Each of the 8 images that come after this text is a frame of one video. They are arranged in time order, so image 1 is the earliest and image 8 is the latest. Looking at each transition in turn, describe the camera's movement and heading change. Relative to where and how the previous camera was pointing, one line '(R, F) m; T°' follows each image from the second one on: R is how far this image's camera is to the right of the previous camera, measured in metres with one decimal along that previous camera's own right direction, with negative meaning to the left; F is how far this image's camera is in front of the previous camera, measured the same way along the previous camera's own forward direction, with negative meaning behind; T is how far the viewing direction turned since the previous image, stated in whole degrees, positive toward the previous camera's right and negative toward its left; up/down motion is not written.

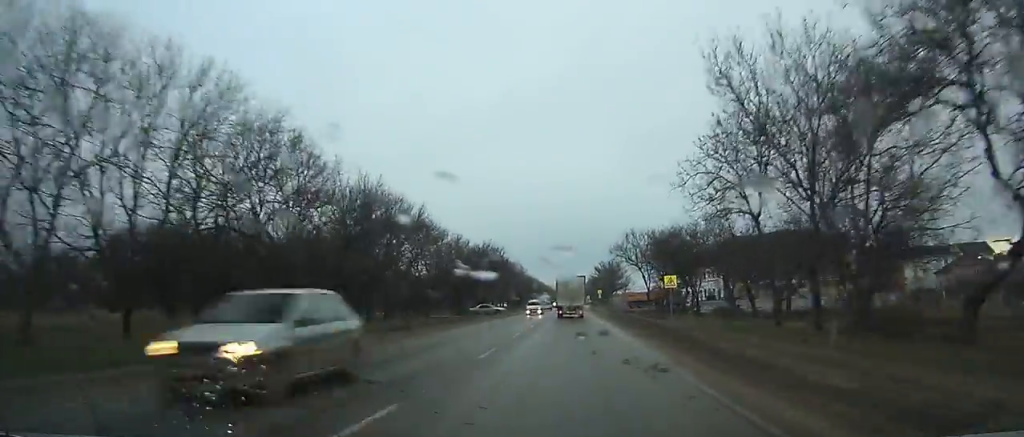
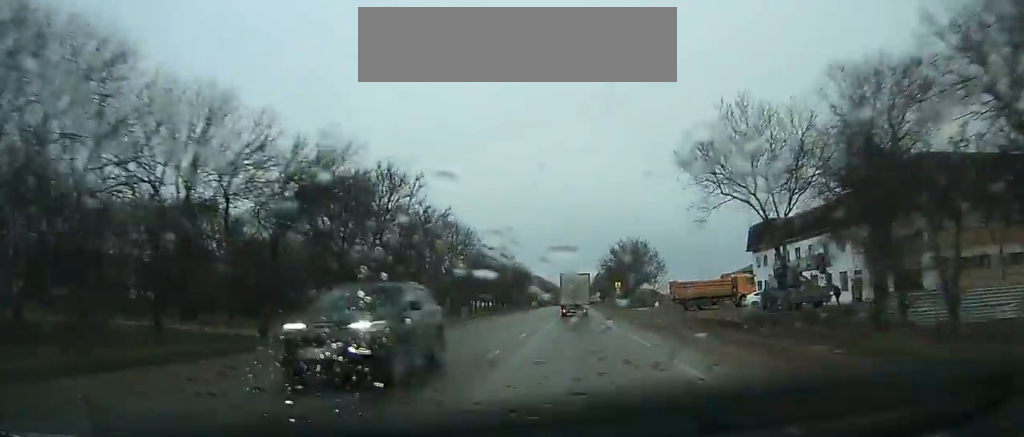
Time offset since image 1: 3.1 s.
(+0.1, +47.8) m; 0°
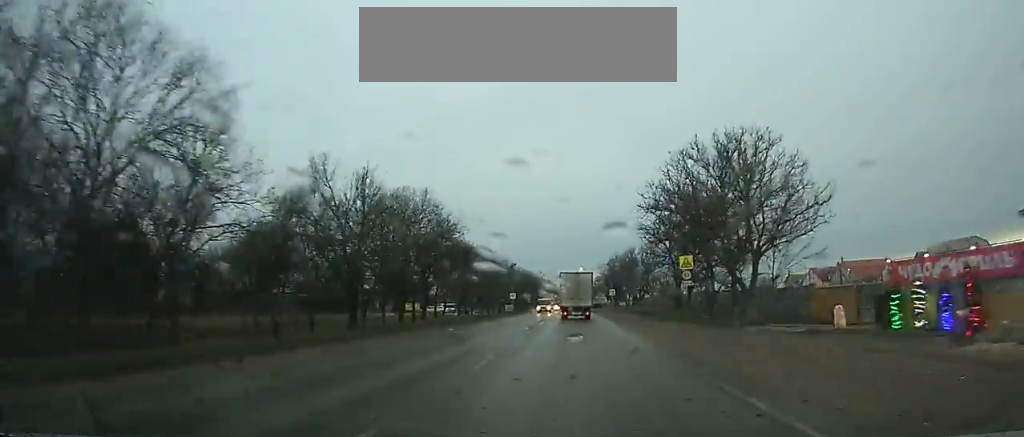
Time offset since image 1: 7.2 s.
(-0.3, +62.2) m; 0°
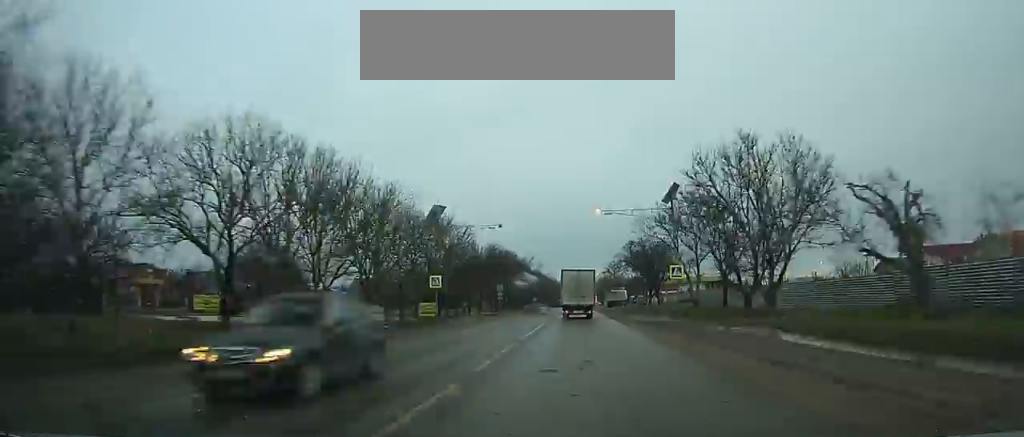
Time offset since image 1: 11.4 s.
(+0.1, +60.5) m; 0°
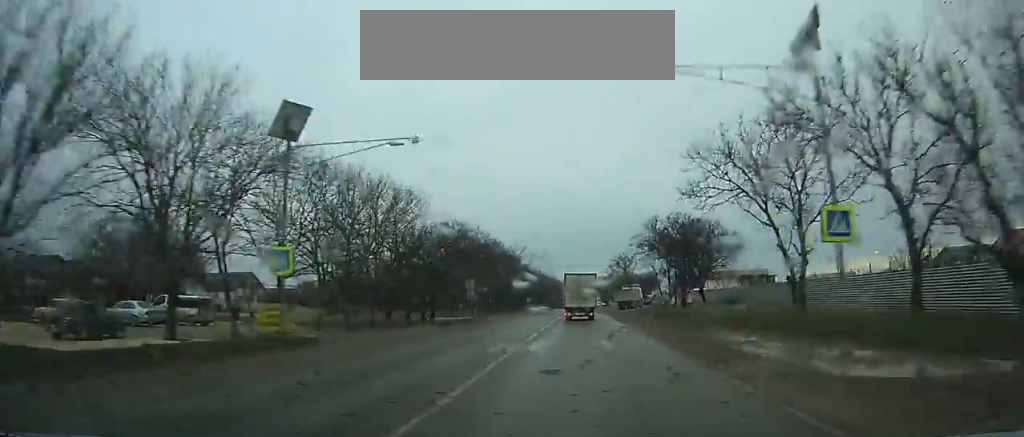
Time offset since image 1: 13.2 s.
(+0.1, +25.1) m; 0°
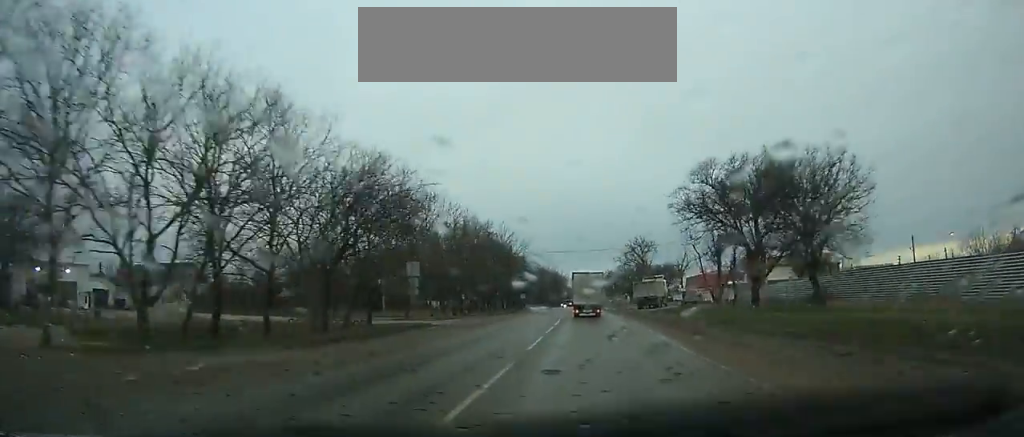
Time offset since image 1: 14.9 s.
(+0.1, +23.2) m; 0°
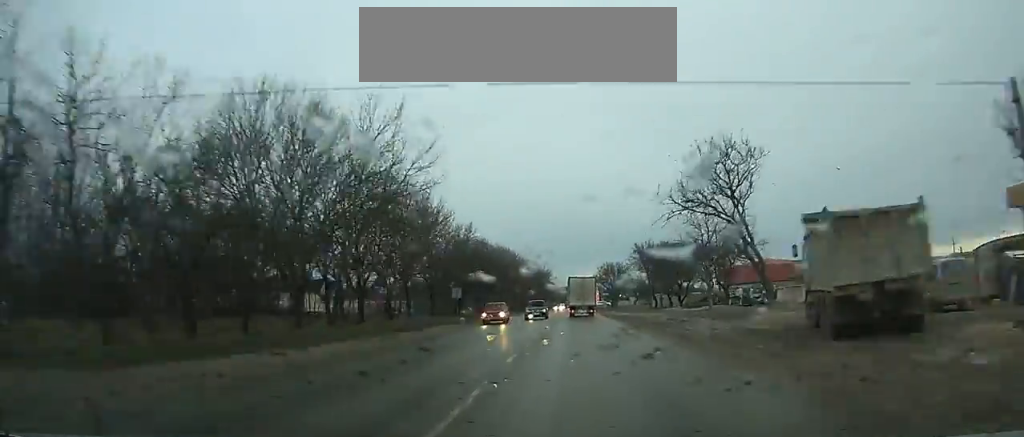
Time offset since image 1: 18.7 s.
(+0.2, +51.7) m; 0°
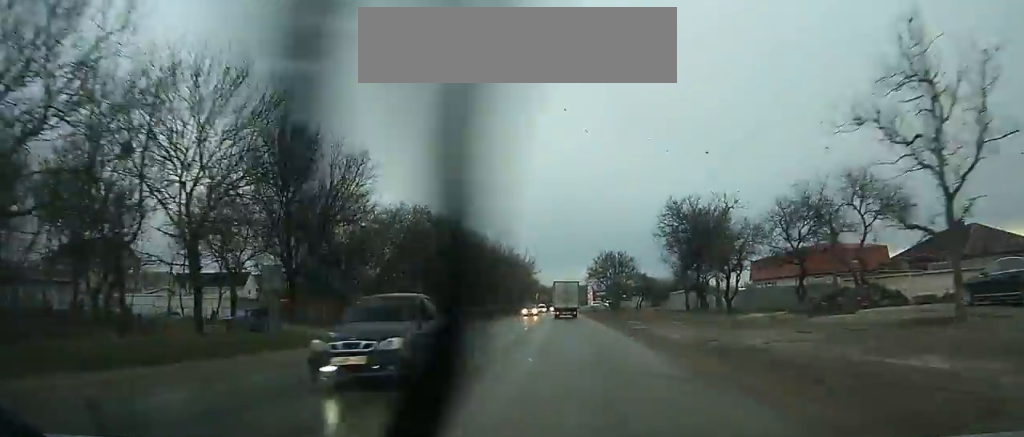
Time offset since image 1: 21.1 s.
(0.0, +33.1) m; 0°
